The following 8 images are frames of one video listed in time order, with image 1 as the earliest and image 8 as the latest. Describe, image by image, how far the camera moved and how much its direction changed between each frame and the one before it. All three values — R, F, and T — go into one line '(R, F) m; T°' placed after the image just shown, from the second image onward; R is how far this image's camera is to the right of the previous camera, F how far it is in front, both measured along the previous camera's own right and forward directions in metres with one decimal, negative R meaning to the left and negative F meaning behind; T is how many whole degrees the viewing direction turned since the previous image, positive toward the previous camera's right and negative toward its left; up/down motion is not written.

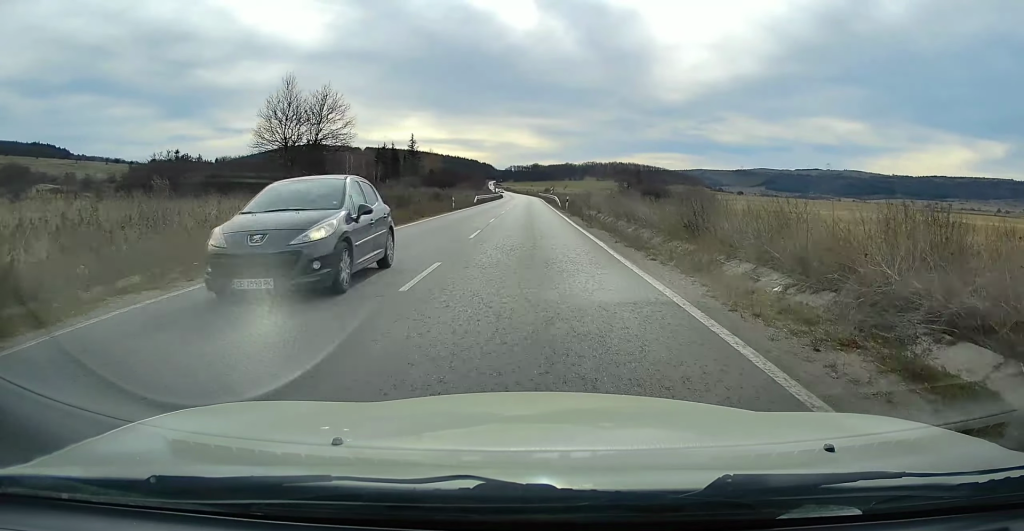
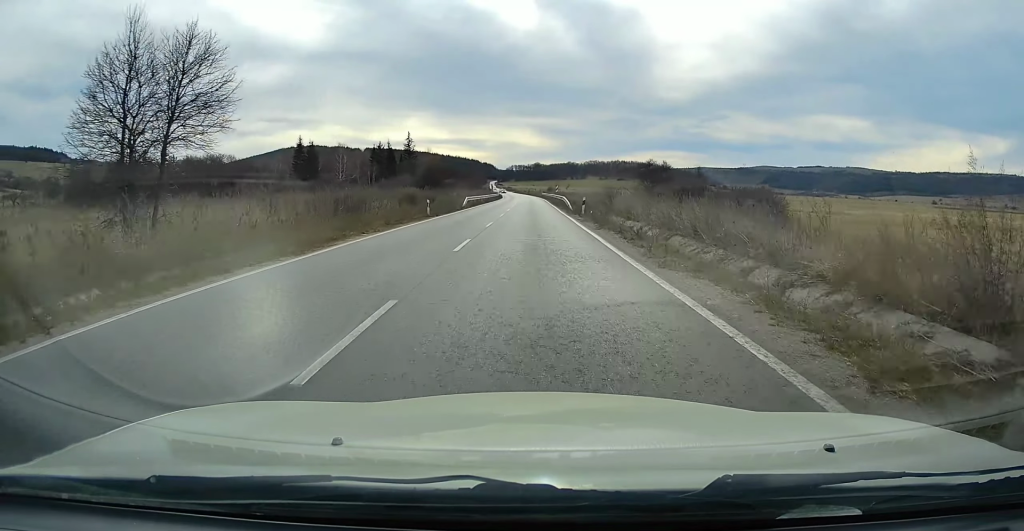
(0.0, +12.3) m; 0°
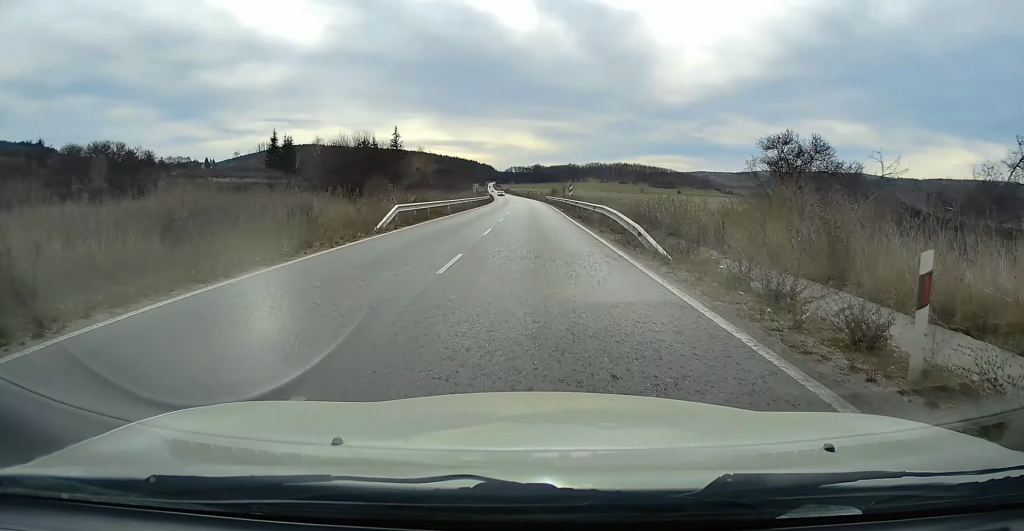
(-0.2, +29.6) m; 0°
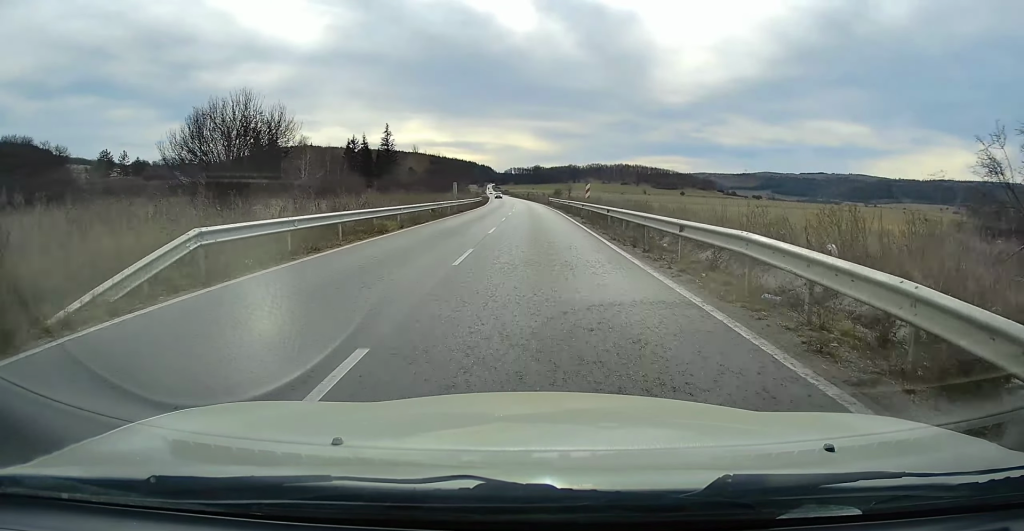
(+0.2, +16.5) m; 0°
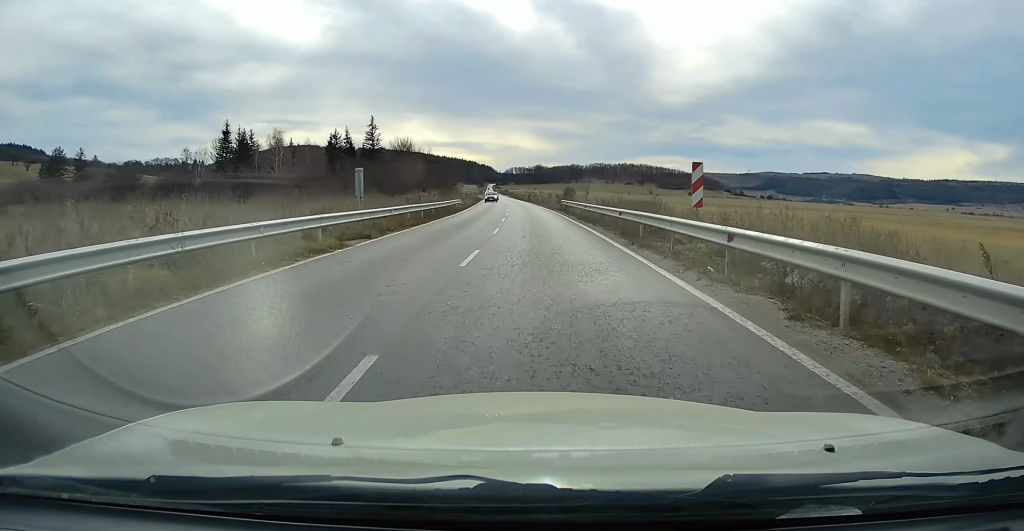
(0.0, +26.8) m; -1°
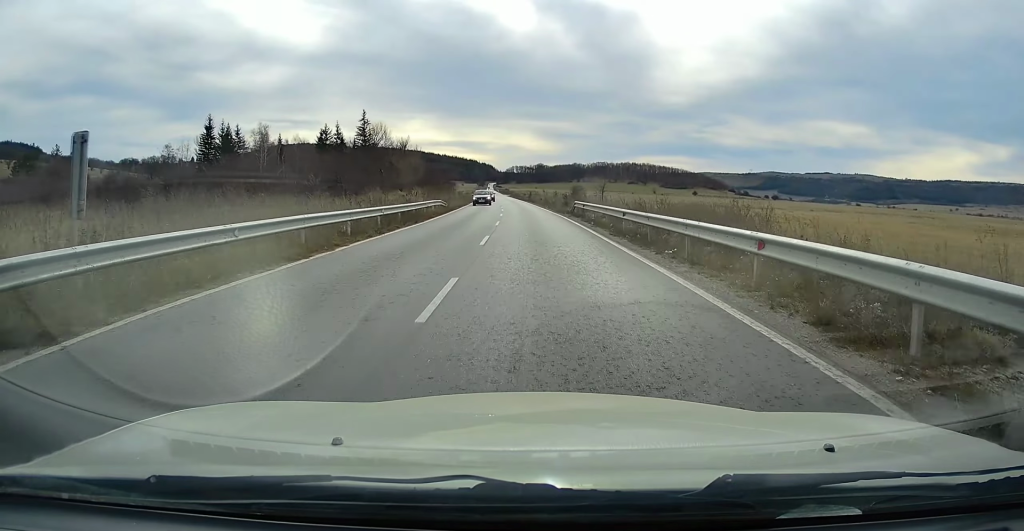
(-0.1, +13.2) m; 0°
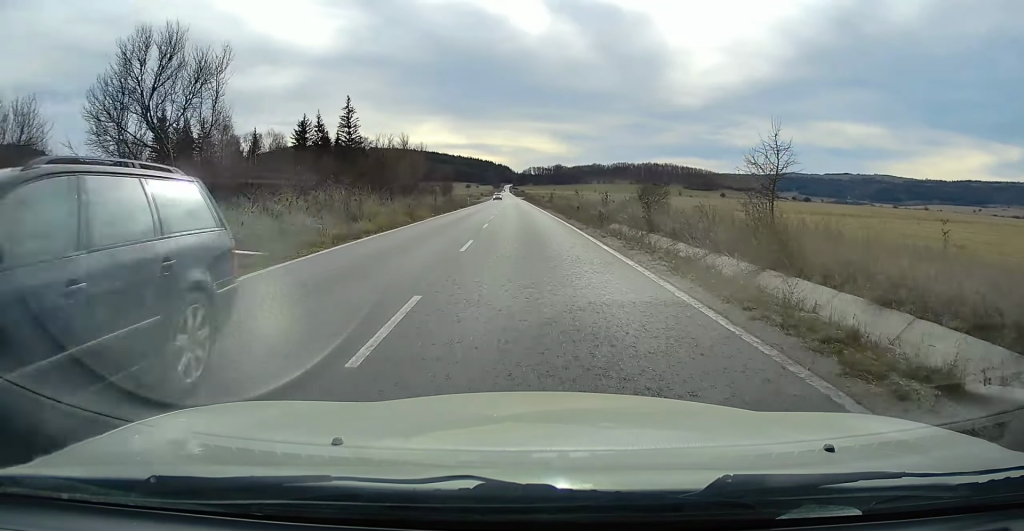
(-0.3, +37.0) m; -1°
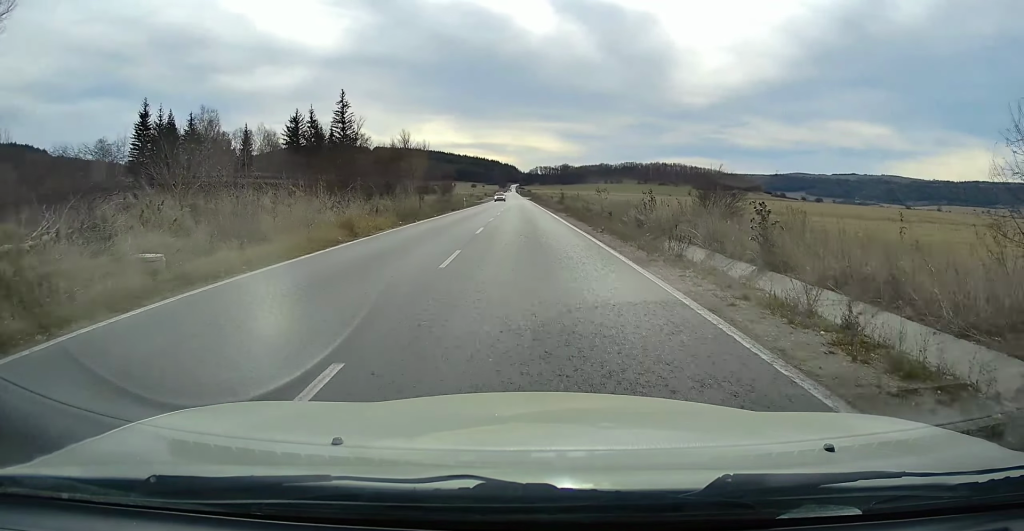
(-0.1, +11.3) m; 0°
